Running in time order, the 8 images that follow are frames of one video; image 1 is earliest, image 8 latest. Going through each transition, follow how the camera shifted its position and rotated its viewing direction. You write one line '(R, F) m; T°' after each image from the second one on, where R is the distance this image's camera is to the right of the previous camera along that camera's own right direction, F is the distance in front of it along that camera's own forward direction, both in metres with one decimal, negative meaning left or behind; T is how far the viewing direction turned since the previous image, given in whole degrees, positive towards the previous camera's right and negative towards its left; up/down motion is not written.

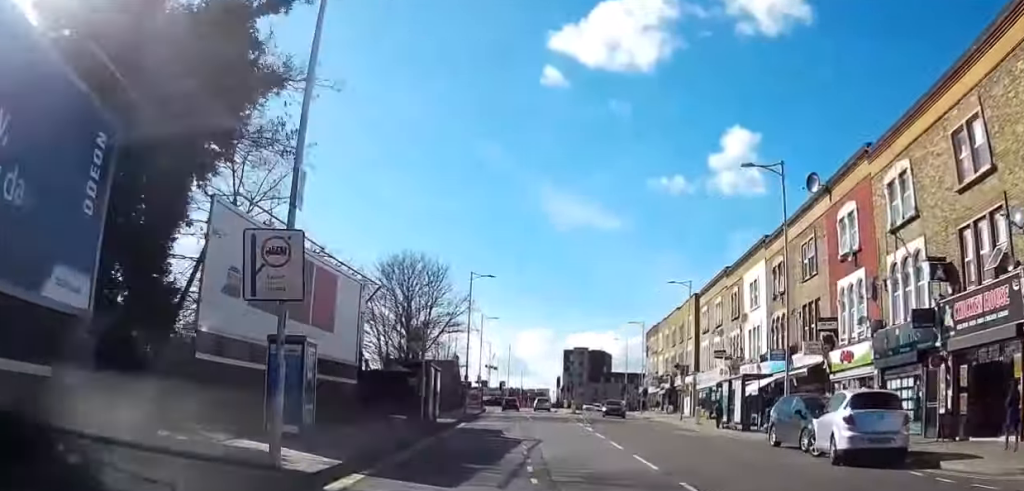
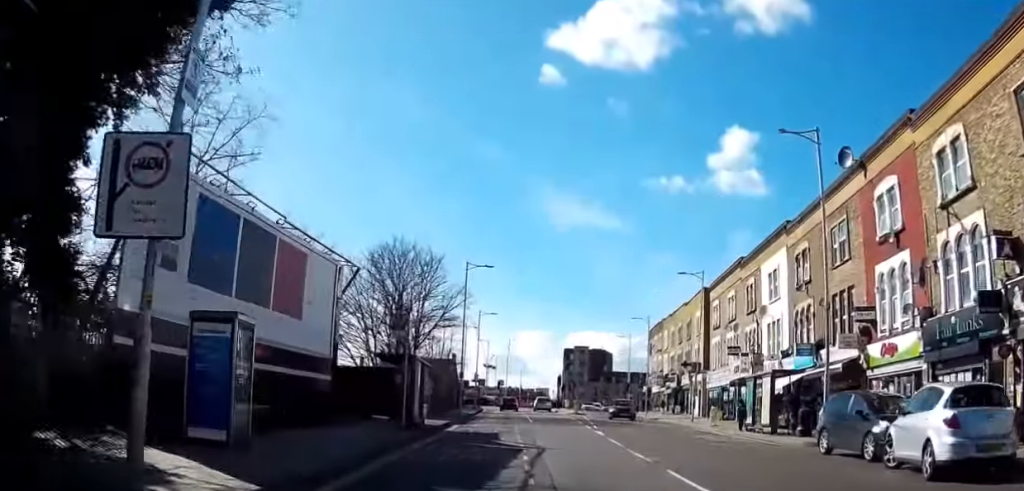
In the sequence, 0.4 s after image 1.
(0.0, +4.2) m; 0°
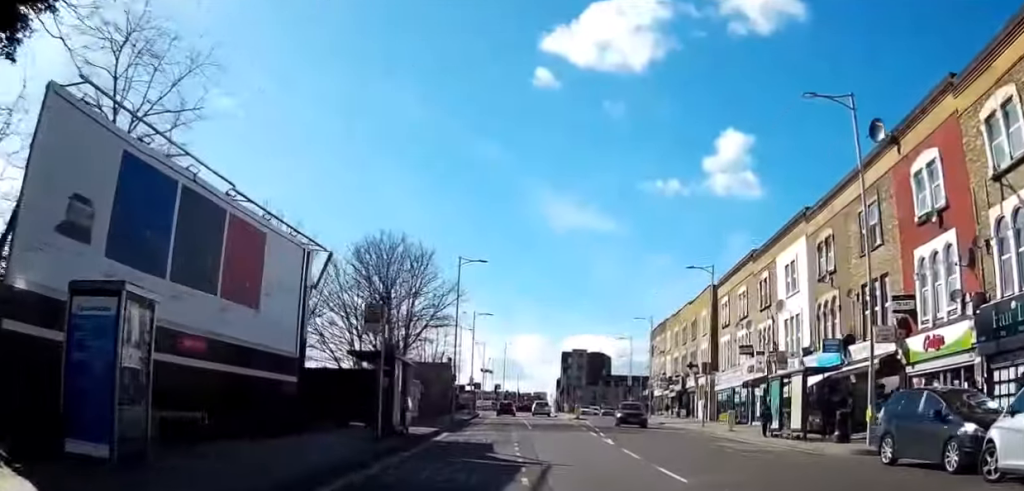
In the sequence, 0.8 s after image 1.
(0.0, +3.7) m; 0°
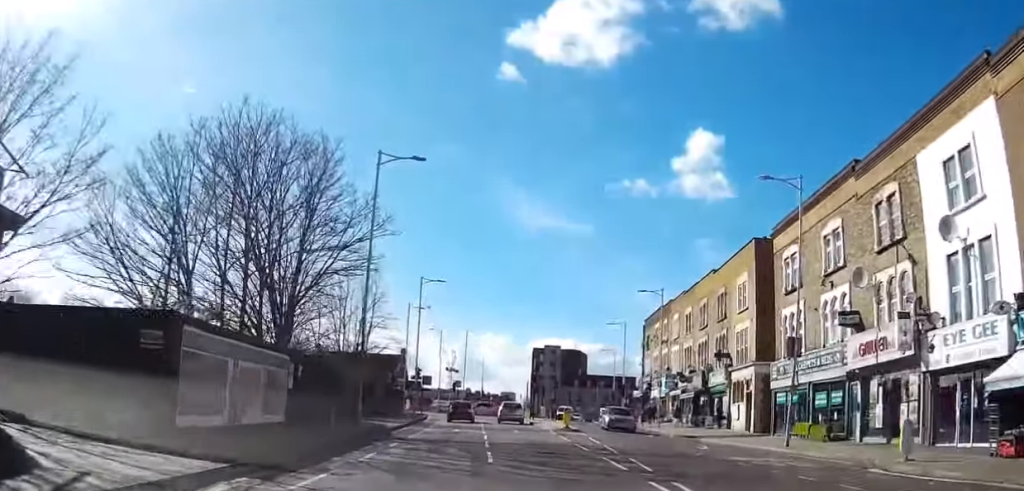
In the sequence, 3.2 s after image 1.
(+0.4, +20.8) m; +1°
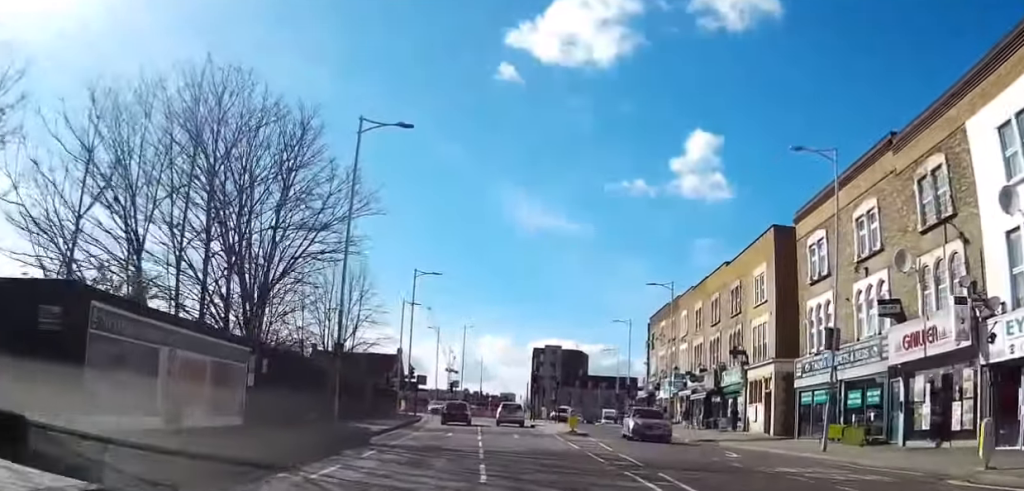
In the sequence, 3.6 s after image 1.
(0.0, +3.6) m; 0°
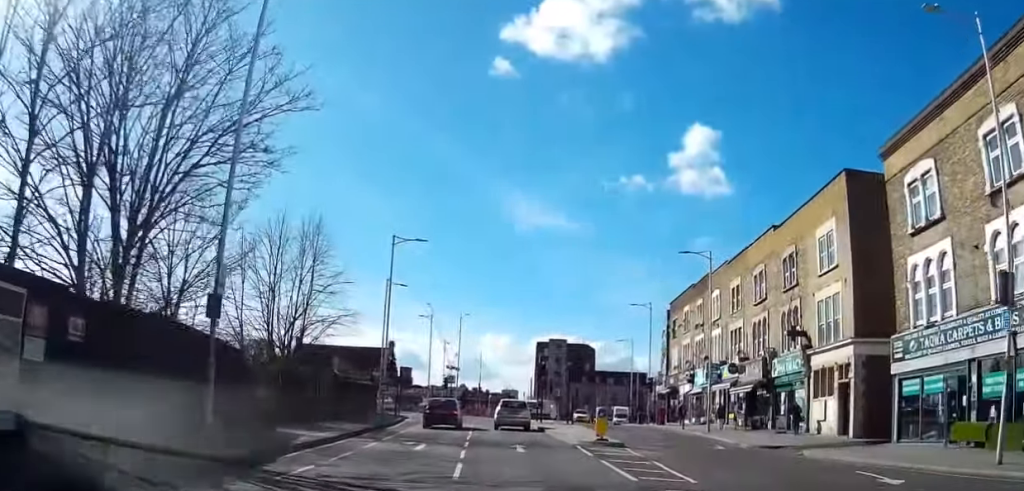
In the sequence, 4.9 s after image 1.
(0.0, +10.0) m; 0°
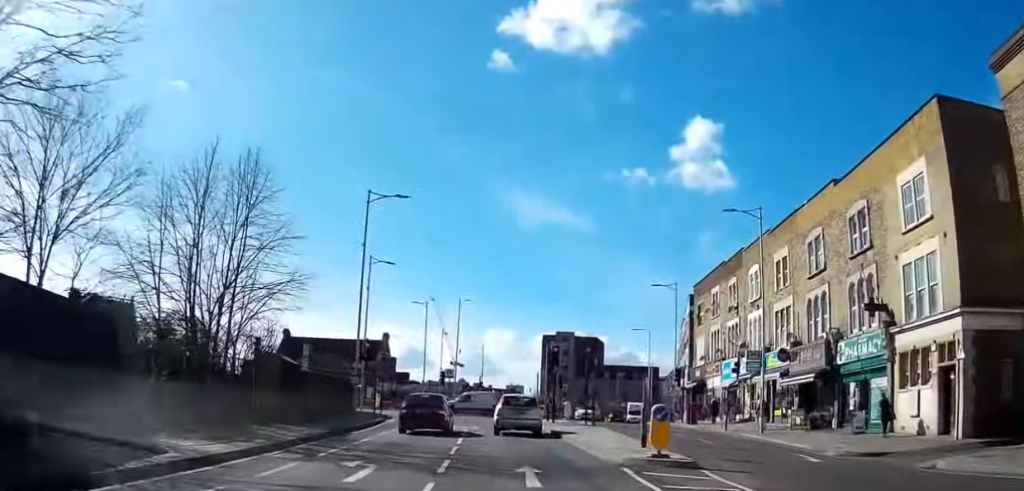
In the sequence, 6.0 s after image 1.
(0.0, +8.5) m; 0°
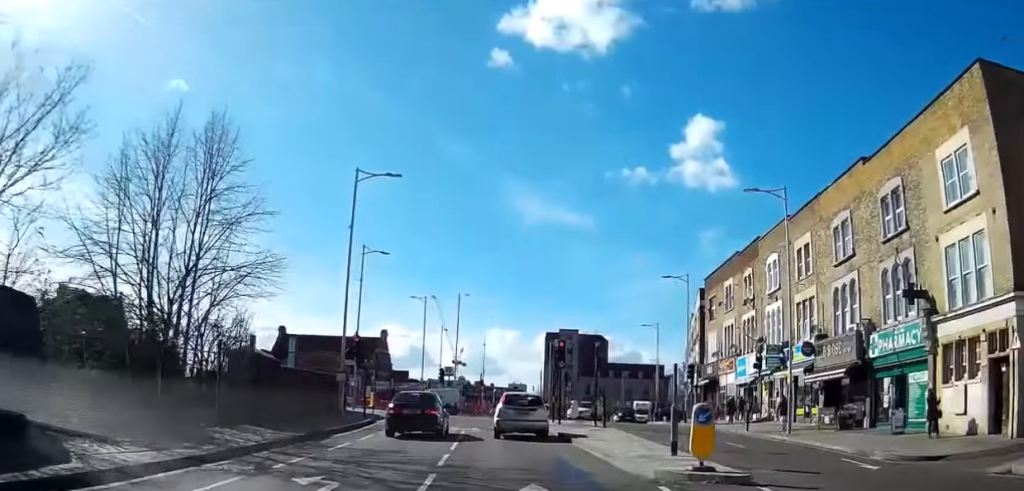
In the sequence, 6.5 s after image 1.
(0.0, +3.3) m; 0°
